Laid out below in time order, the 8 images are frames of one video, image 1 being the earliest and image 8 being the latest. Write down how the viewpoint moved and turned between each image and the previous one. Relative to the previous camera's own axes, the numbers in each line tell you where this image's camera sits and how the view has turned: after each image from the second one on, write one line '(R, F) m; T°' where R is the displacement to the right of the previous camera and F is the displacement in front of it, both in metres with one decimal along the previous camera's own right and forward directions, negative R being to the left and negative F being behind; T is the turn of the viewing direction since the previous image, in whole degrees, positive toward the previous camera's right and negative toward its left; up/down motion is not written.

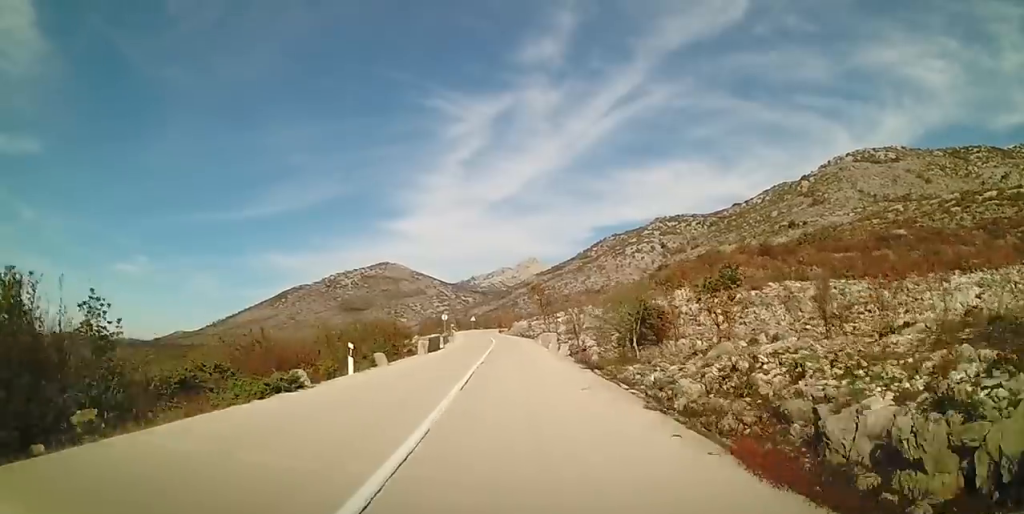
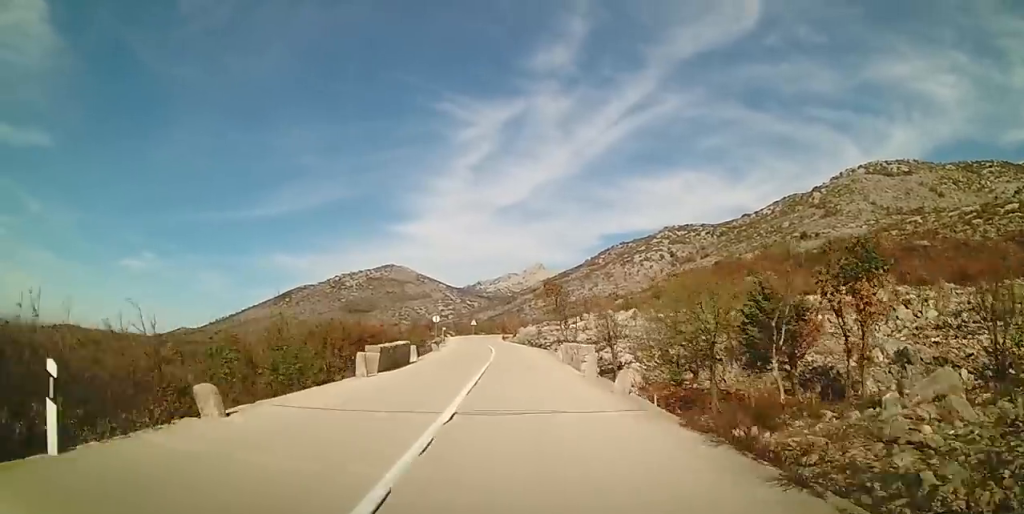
(+0.1, +12.0) m; 0°
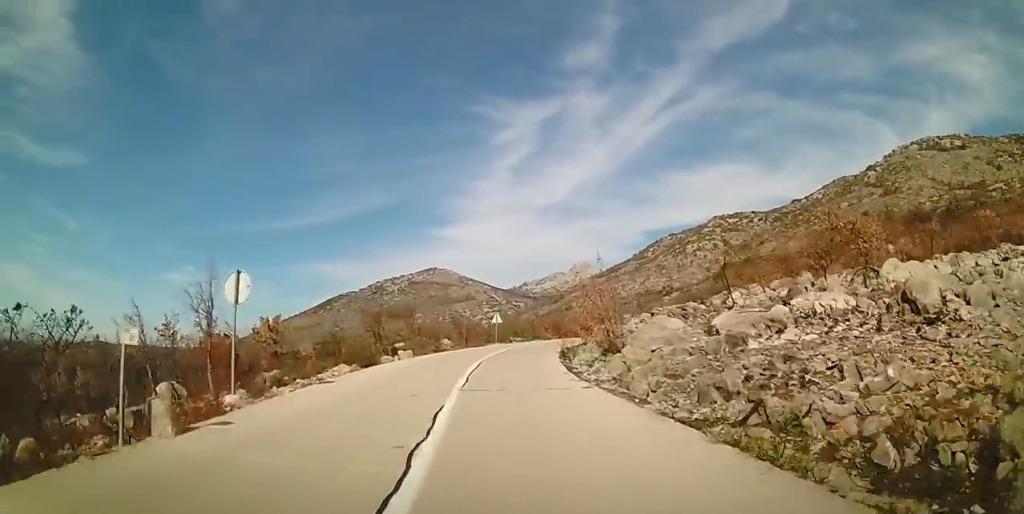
(-1.3, +41.3) m; -3°
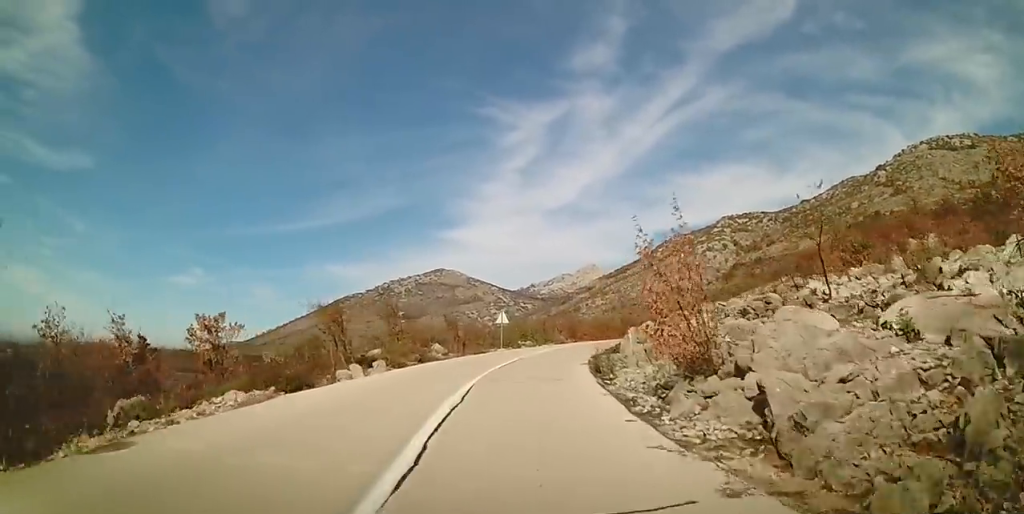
(0.0, +7.4) m; 0°
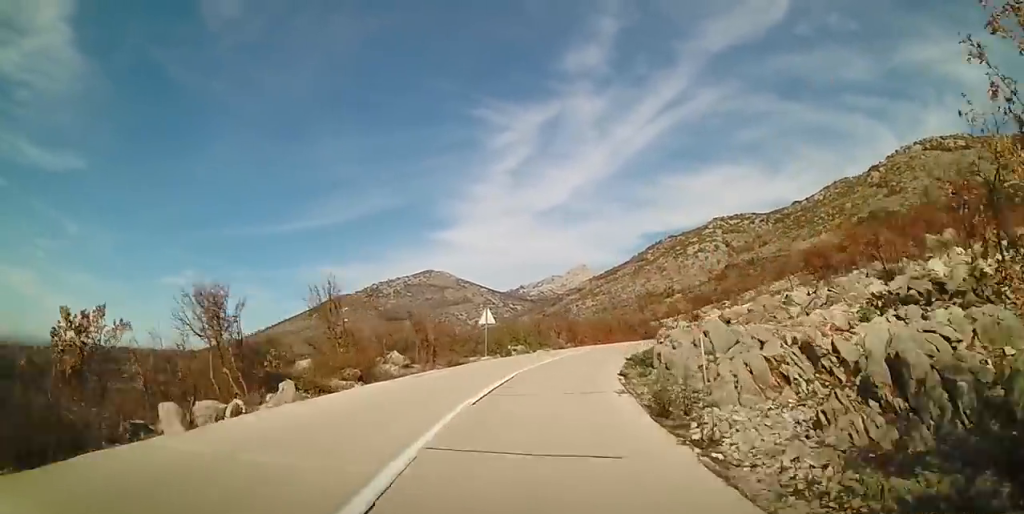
(0.0, +7.9) m; +1°
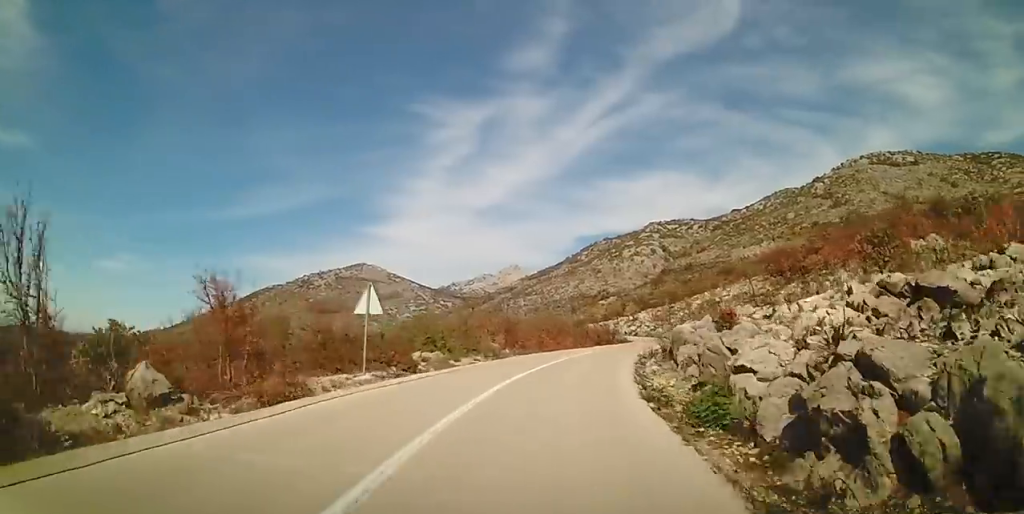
(-0.1, +11.8) m; +4°
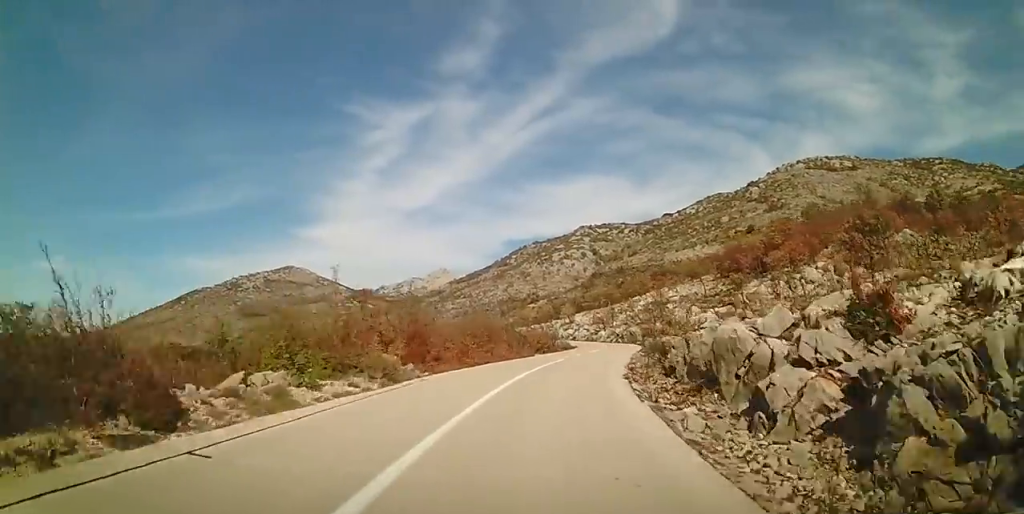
(+0.7, +10.0) m; +7°
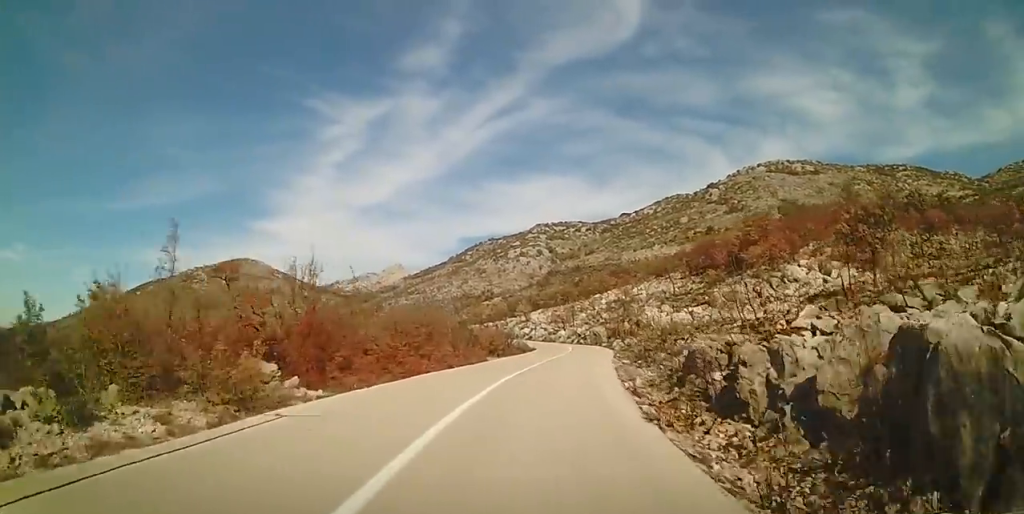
(+0.3, +6.7) m; +4°
